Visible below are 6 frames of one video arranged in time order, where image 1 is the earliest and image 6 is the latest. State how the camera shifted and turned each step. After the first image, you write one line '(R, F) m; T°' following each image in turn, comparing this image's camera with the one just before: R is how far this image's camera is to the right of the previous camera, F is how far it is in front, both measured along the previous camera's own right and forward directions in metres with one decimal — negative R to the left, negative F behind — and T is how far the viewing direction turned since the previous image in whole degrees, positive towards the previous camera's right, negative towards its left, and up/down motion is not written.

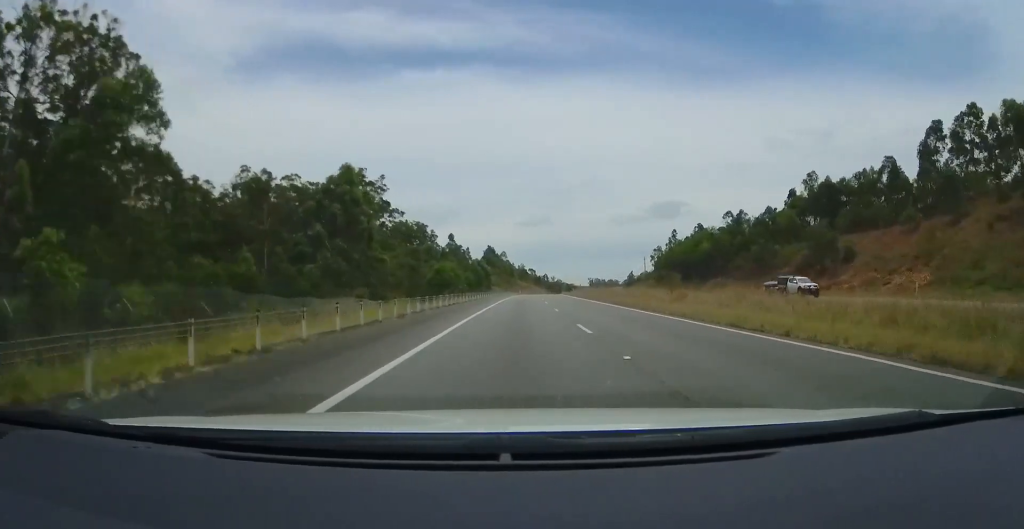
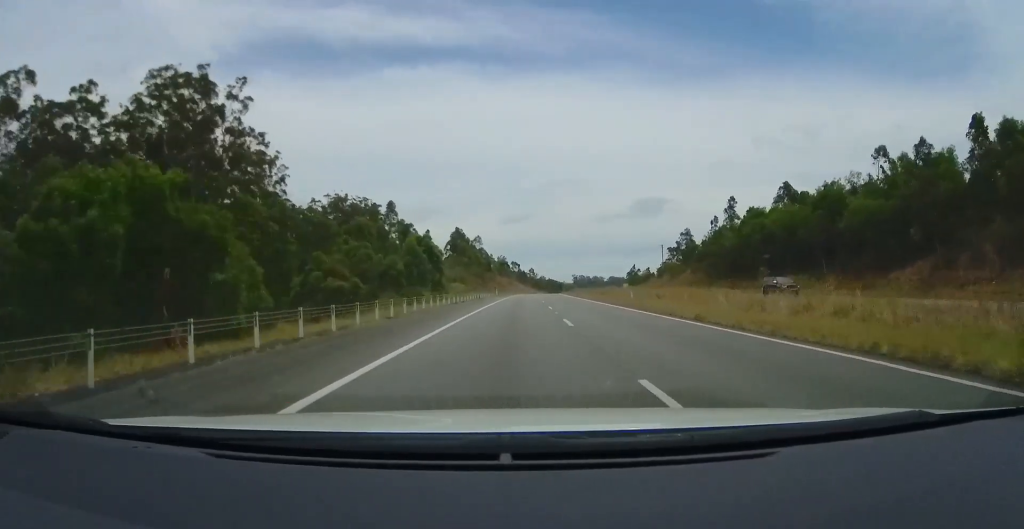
(+2.2, +58.6) m; +3°
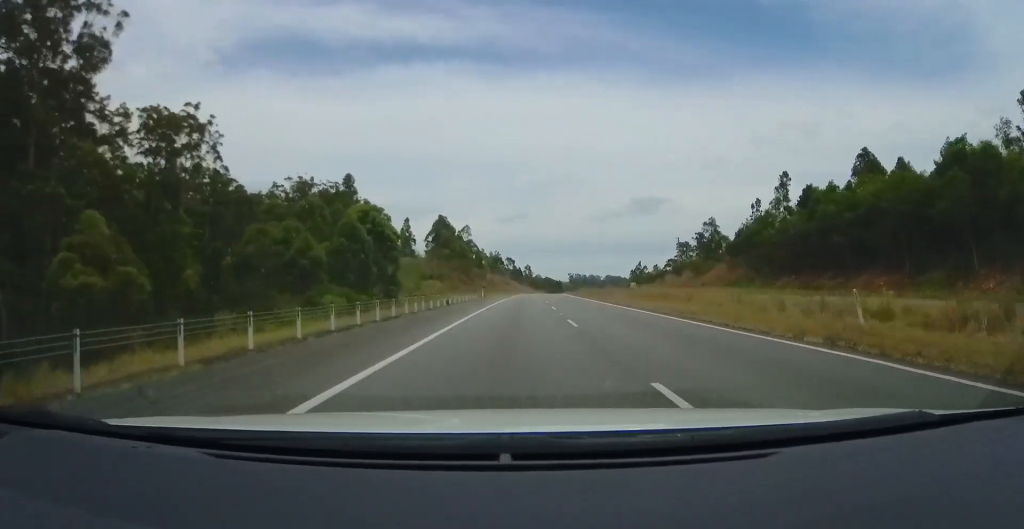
(0.0, +25.2) m; 0°
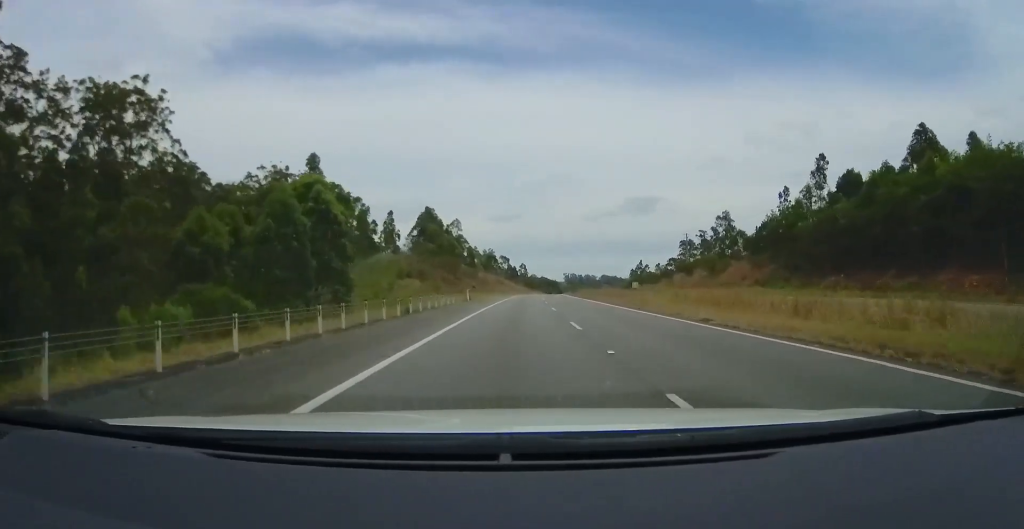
(0.0, +13.2) m; 0°
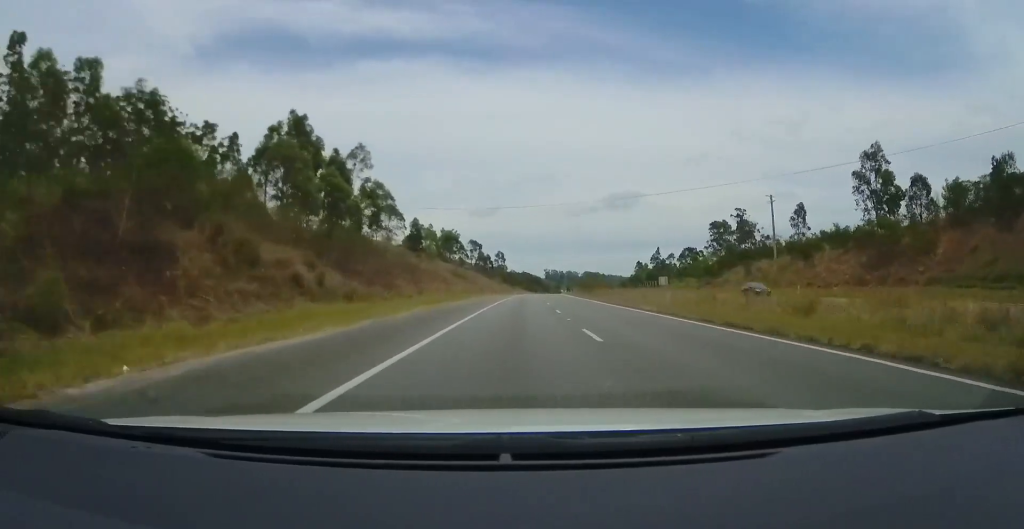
(+1.0, +63.8) m; +1°
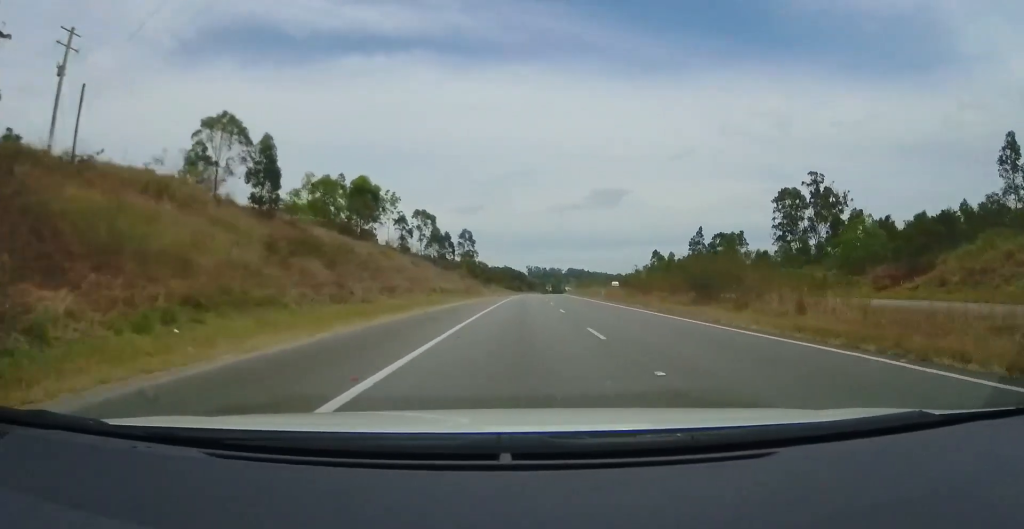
(-0.1, +61.6) m; +1°
